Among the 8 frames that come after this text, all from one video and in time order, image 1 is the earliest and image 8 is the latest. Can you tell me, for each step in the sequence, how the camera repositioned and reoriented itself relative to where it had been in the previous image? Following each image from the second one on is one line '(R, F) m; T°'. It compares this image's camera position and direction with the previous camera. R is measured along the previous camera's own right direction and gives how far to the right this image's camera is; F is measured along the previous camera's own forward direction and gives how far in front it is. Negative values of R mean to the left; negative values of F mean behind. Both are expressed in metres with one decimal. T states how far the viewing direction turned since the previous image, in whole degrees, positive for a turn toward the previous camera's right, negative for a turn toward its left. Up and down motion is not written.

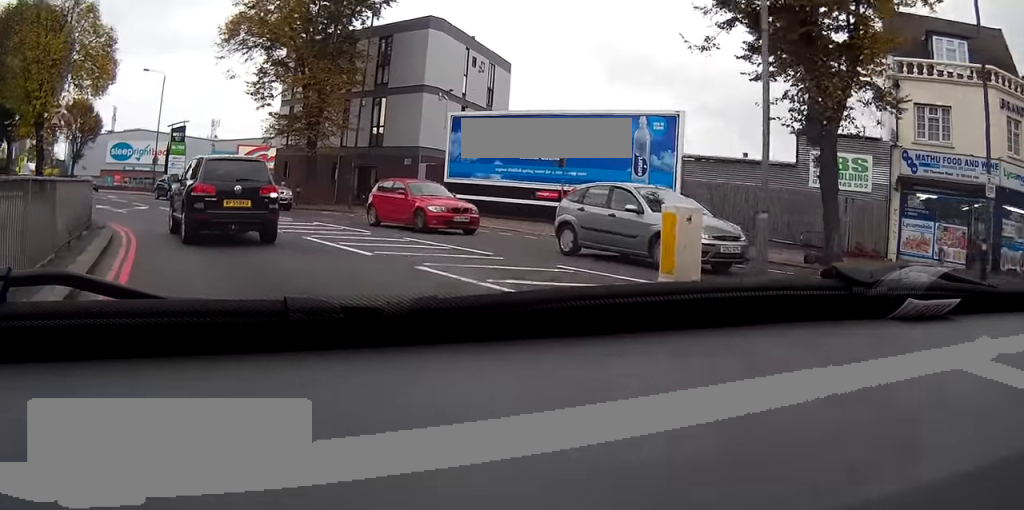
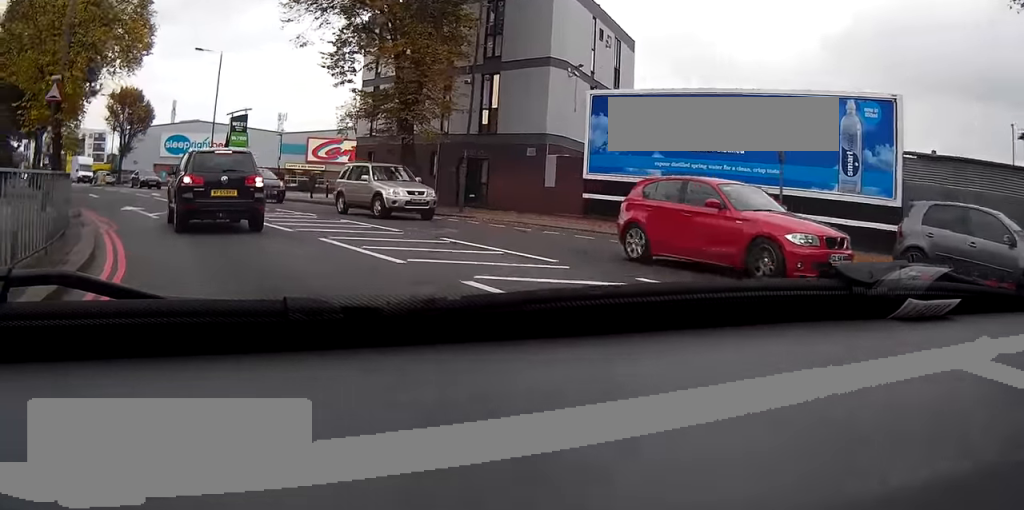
(-0.3, +7.9) m; -6°
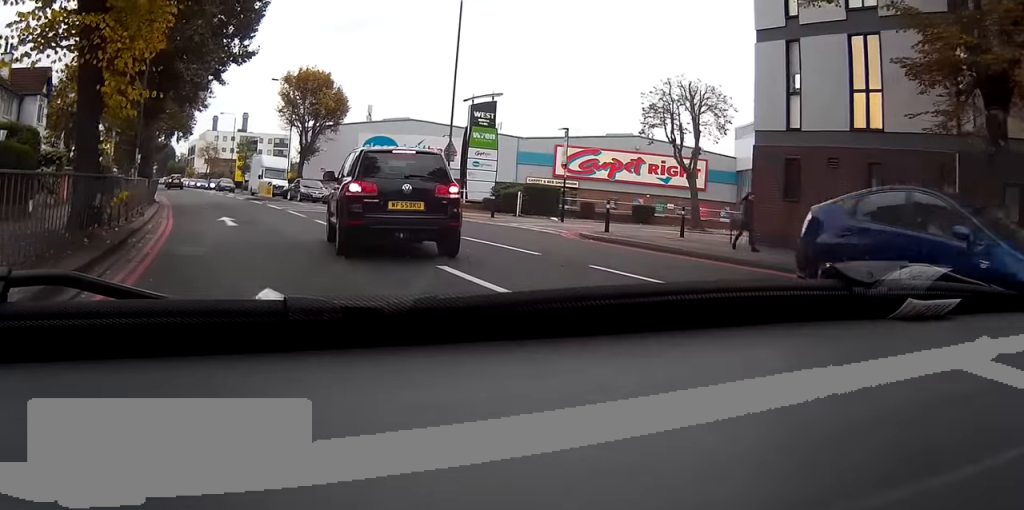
(-2.8, +19.5) m; -13°
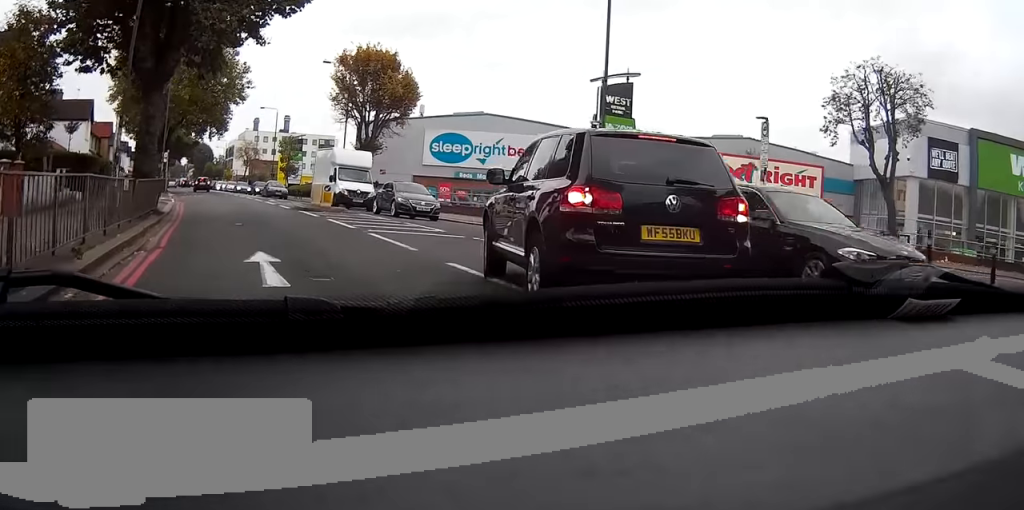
(-0.2, +11.5) m; -2°
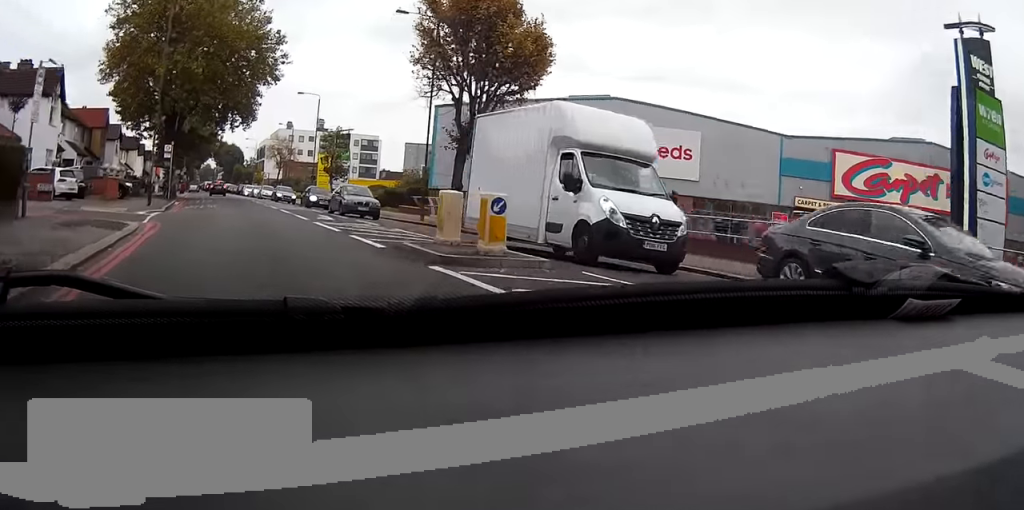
(-0.5, +17.7) m; -4°
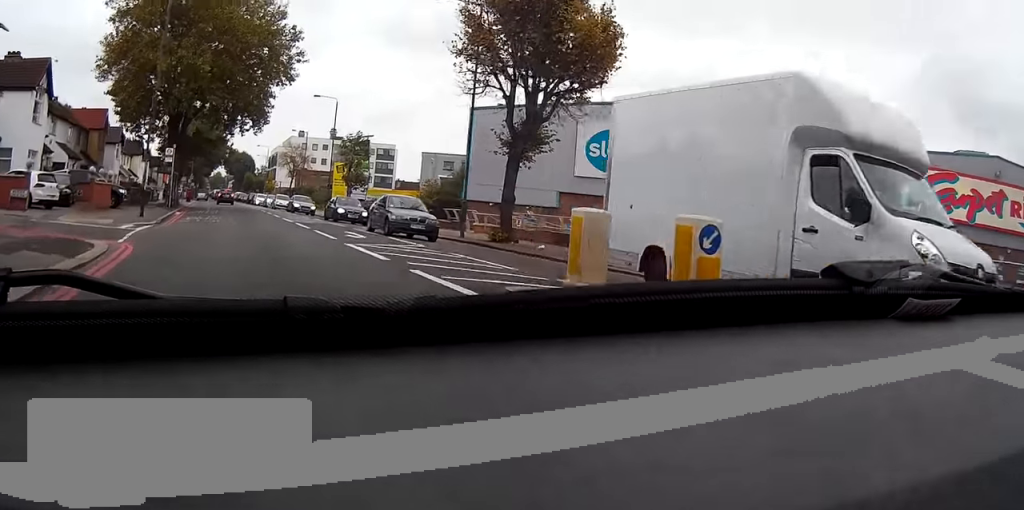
(0.0, +5.2) m; -1°
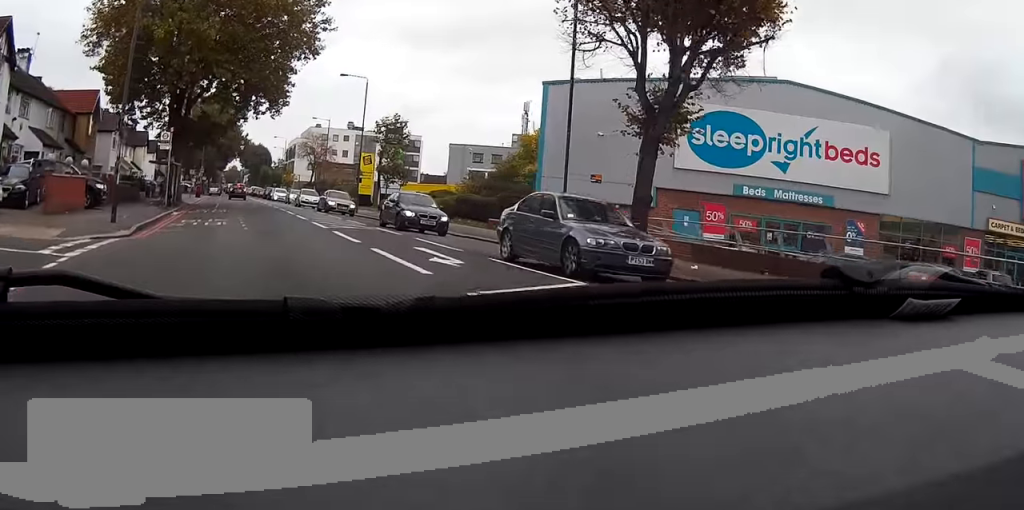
(-0.1, +8.7) m; -1°
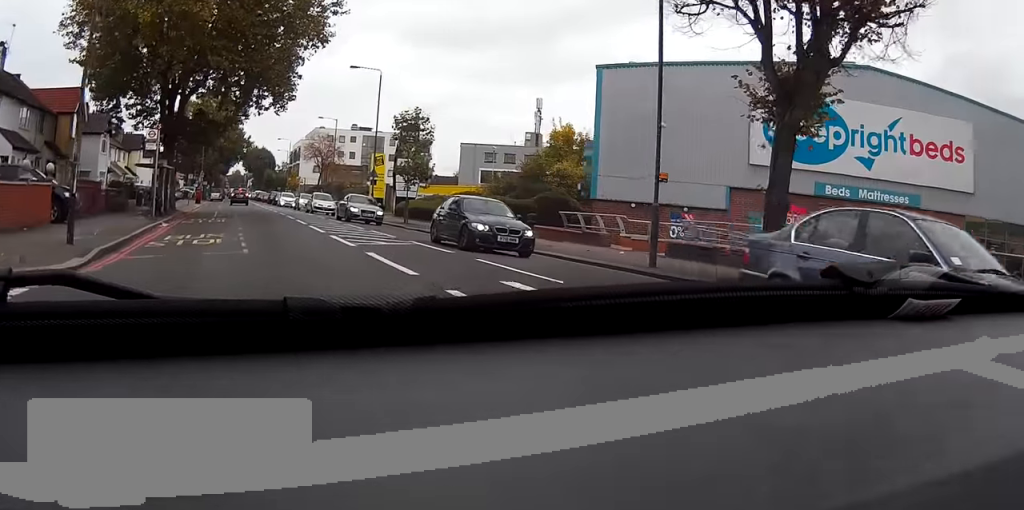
(0.0, +5.4) m; -1°
